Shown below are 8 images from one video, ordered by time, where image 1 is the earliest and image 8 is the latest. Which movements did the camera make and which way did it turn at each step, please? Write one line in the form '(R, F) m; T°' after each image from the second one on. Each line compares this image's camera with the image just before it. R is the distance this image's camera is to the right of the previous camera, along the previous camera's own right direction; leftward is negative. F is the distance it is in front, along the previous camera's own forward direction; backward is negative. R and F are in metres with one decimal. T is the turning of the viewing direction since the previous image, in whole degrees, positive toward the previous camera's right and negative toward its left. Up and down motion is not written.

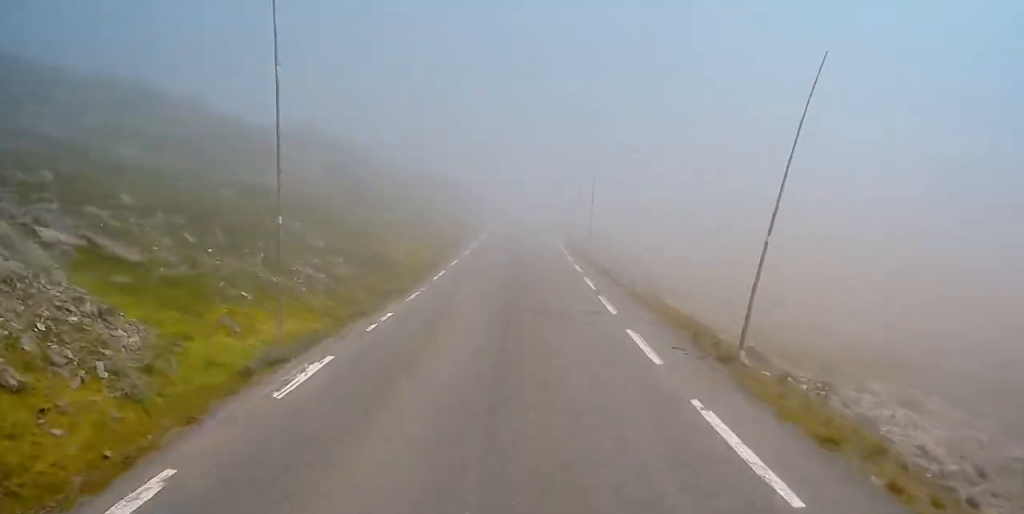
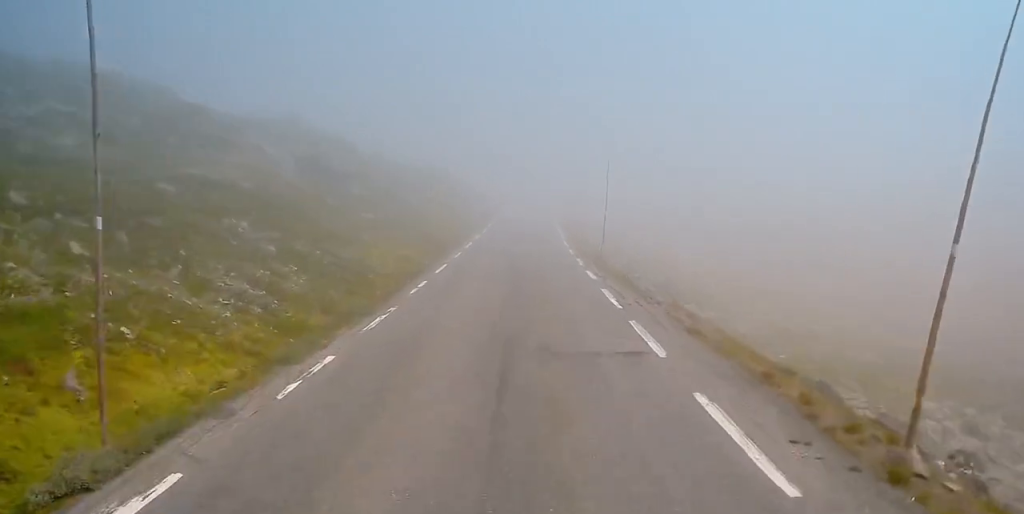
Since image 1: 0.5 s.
(0.0, +6.1) m; 0°
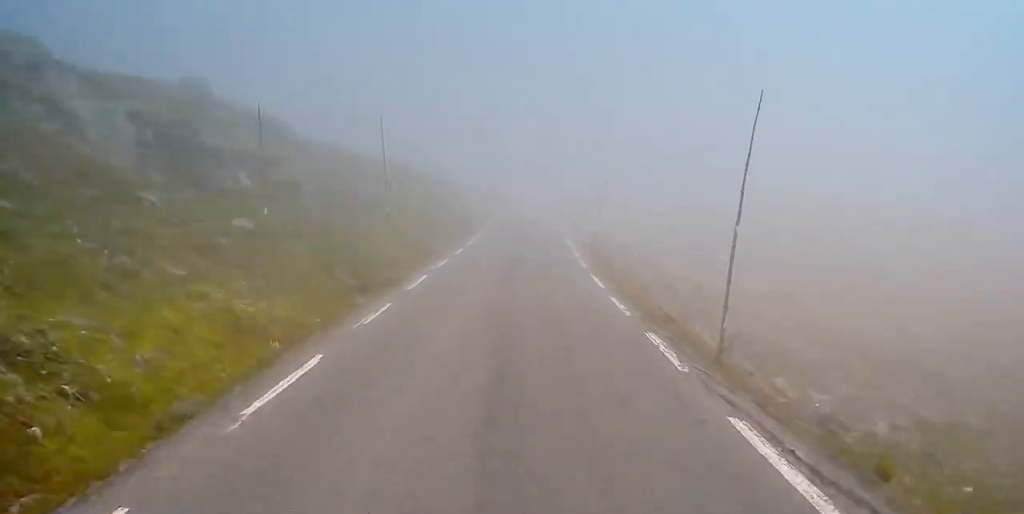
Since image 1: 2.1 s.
(+0.3, +19.1) m; +1°
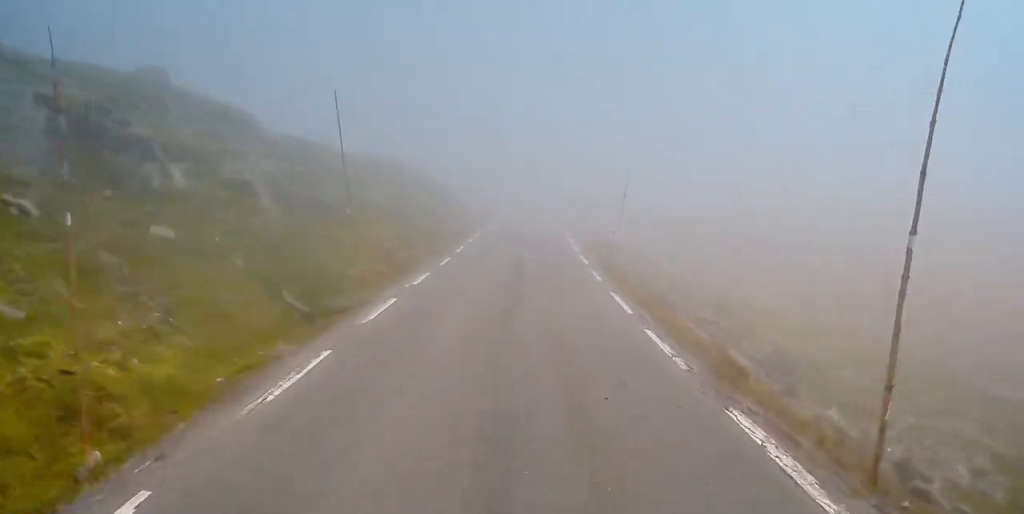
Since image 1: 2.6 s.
(0.0, +5.6) m; 0°
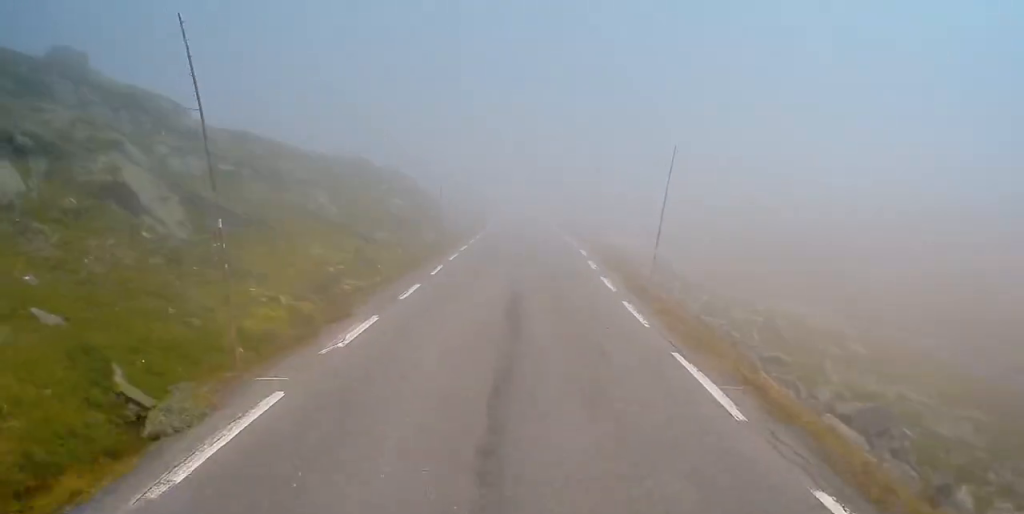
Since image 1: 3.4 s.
(-0.1, +8.4) m; 0°
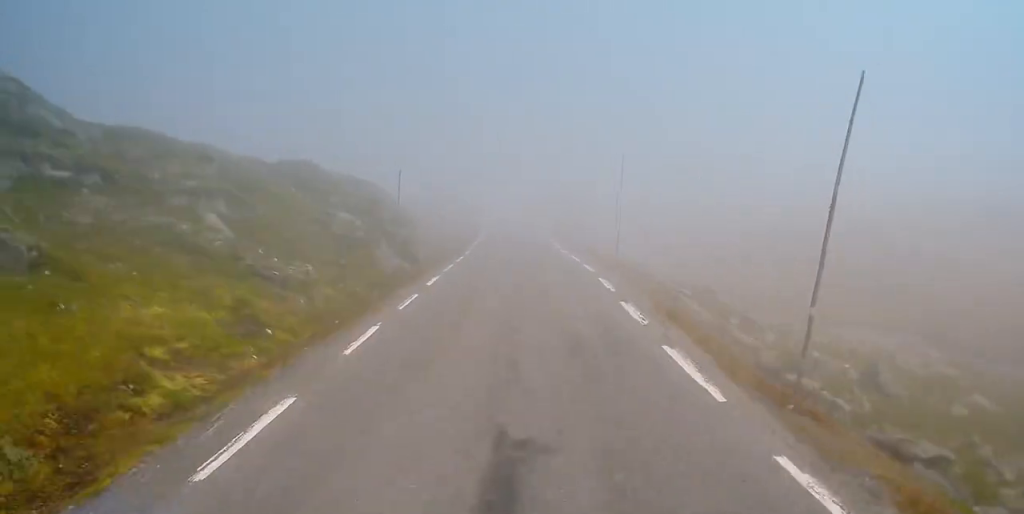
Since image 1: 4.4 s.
(+0.1, +11.3) m; +1°
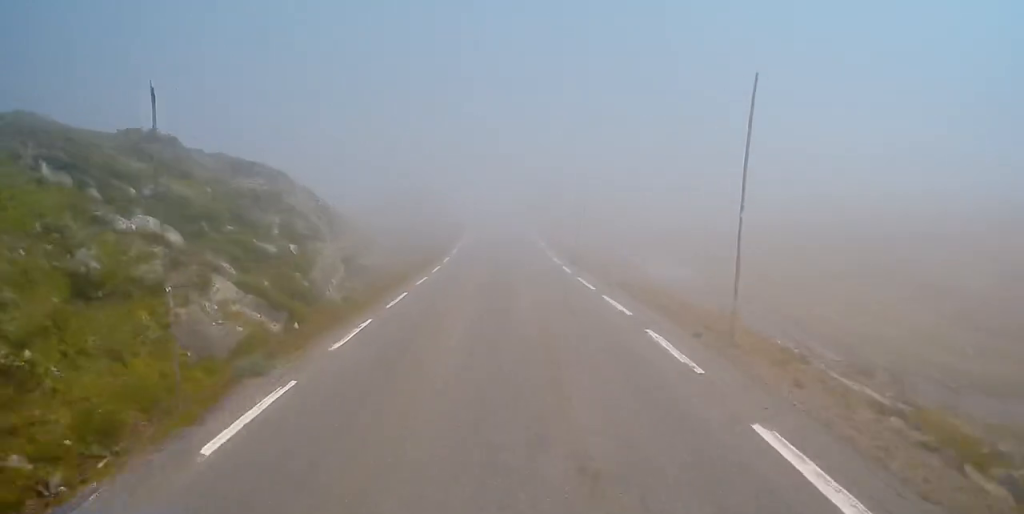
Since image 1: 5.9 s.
(-0.2, +17.4) m; 0°
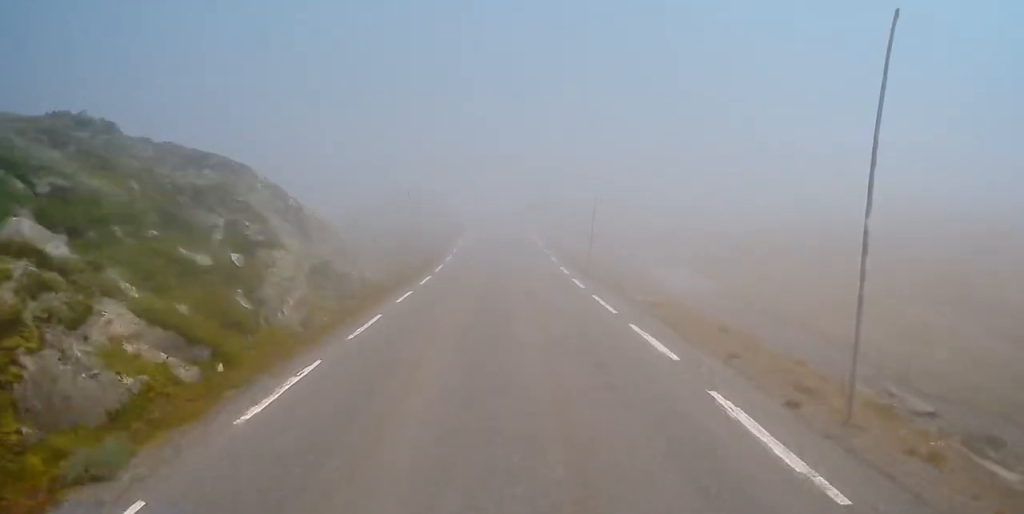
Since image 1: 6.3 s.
(+0.2, +4.6) m; 0°
